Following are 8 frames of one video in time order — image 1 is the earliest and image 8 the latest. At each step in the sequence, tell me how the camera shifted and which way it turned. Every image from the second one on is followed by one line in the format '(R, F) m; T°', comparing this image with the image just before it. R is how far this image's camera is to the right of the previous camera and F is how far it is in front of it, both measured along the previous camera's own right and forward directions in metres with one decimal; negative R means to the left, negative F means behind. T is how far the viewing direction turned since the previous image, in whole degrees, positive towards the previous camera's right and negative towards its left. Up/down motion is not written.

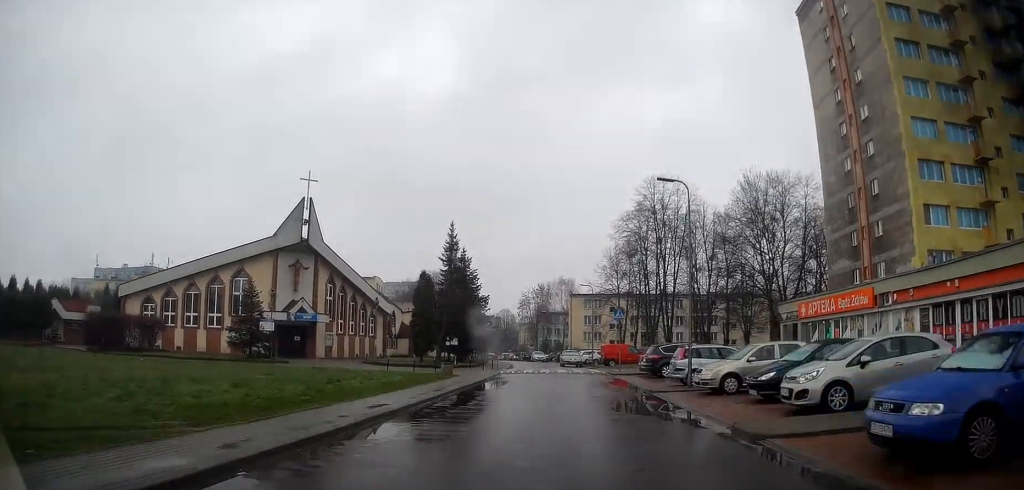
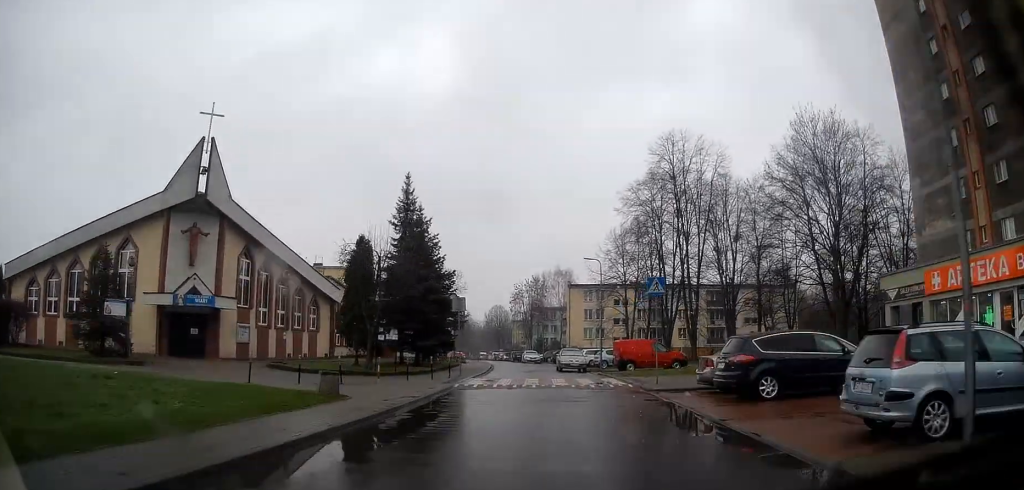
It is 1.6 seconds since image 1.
(+0.3, +15.5) m; 0°
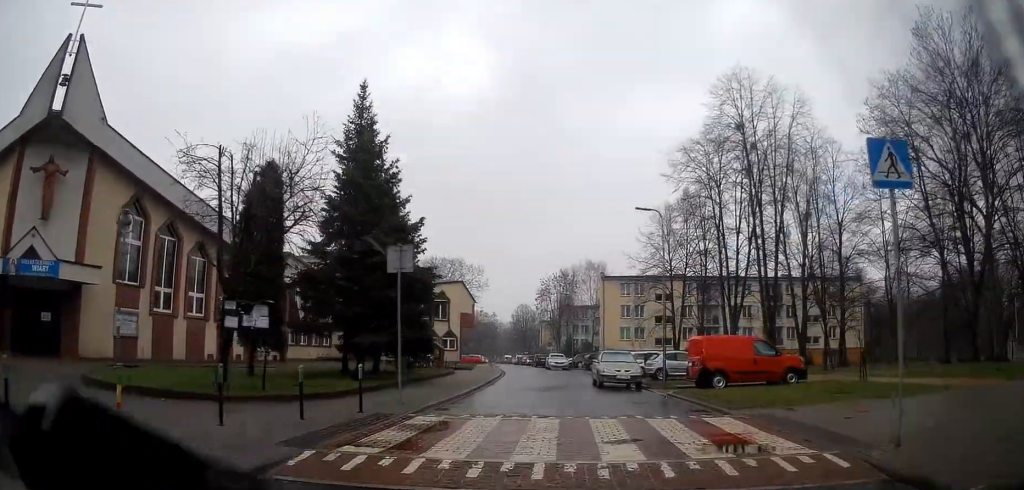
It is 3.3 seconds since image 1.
(-0.5, +14.8) m; -3°
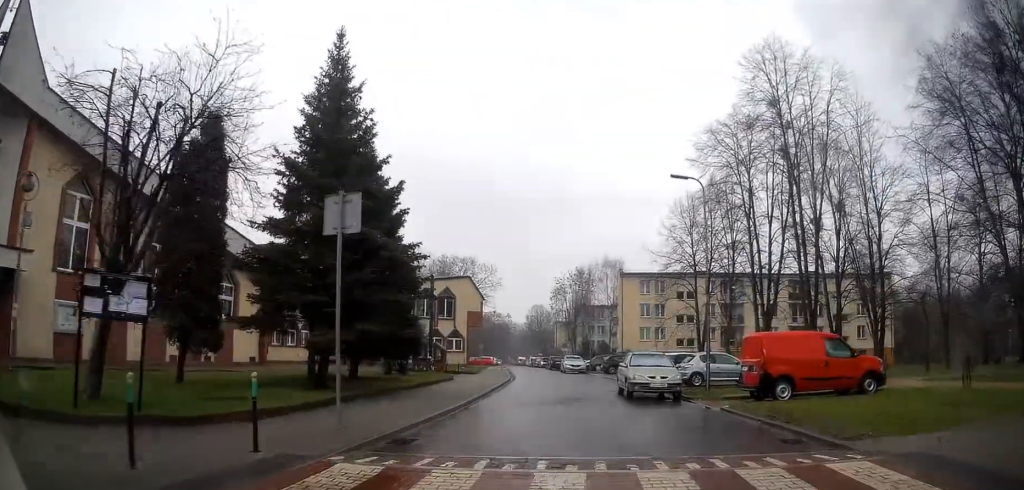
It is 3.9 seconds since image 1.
(0.0, +4.9) m; 0°
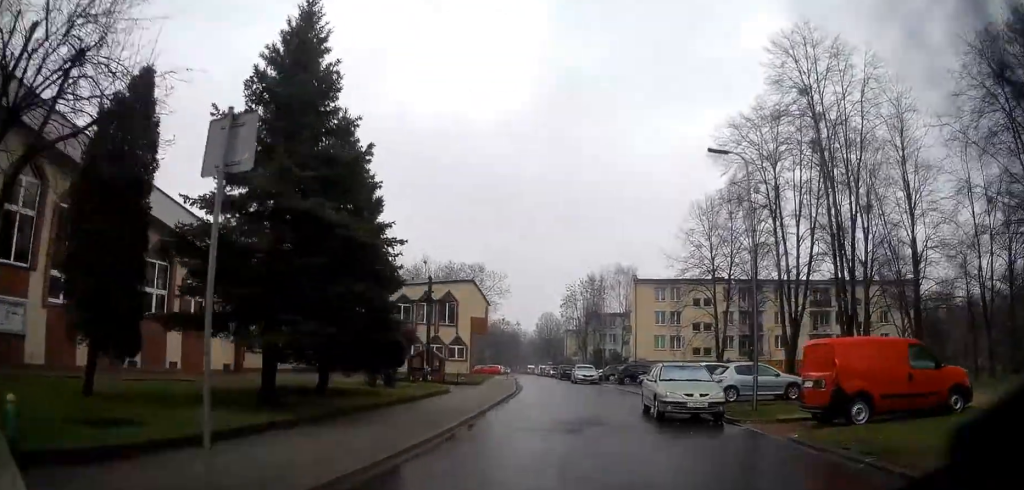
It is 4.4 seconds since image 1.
(0.0, +4.0) m; 0°
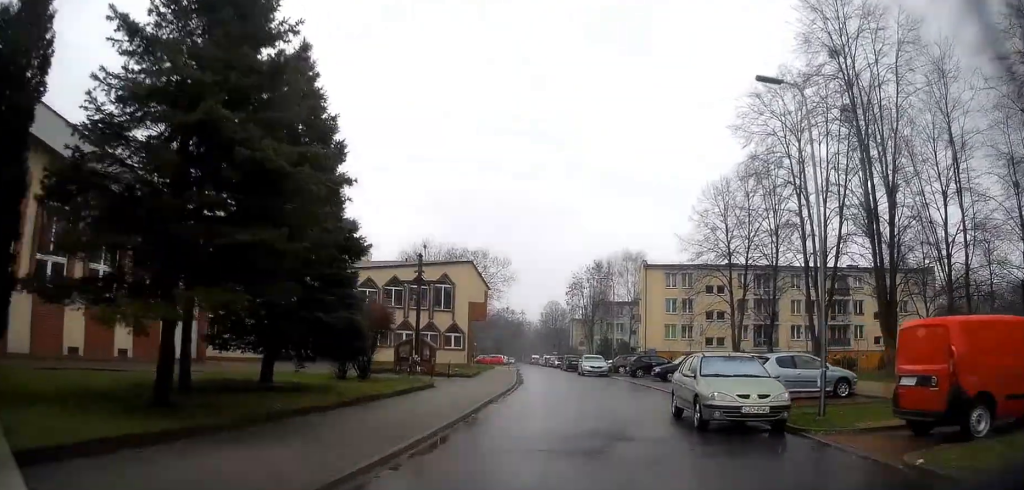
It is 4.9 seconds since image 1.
(+0.1, +4.1) m; -1°
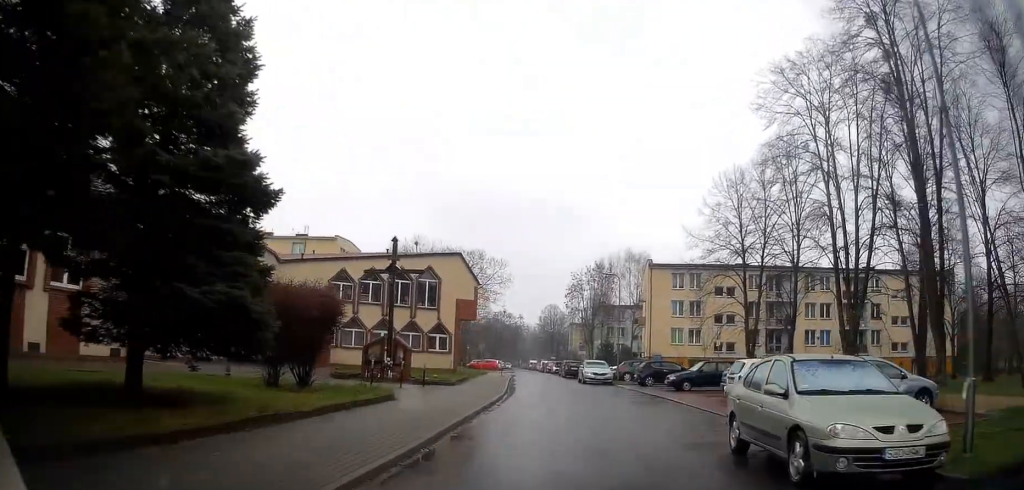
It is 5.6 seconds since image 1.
(0.0, +5.1) m; -1°
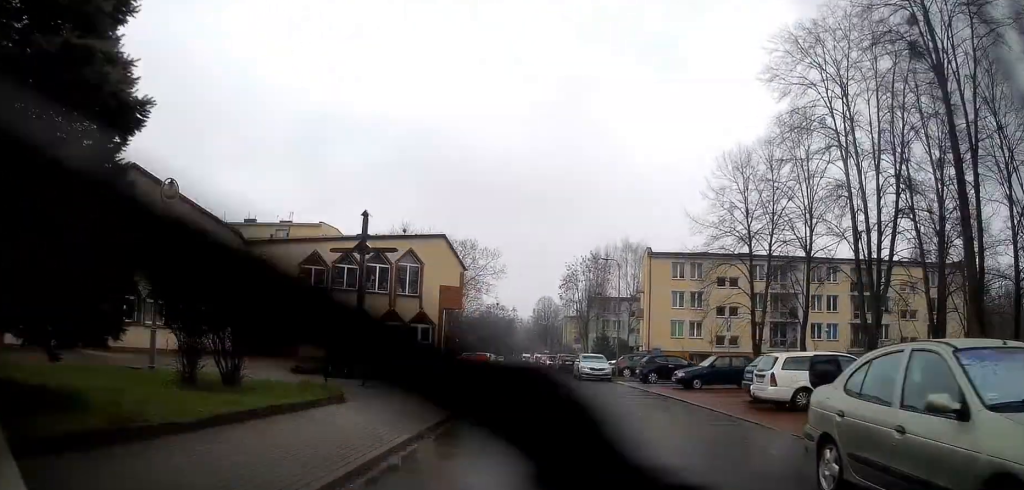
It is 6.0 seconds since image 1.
(-0.1, +3.5) m; 0°
